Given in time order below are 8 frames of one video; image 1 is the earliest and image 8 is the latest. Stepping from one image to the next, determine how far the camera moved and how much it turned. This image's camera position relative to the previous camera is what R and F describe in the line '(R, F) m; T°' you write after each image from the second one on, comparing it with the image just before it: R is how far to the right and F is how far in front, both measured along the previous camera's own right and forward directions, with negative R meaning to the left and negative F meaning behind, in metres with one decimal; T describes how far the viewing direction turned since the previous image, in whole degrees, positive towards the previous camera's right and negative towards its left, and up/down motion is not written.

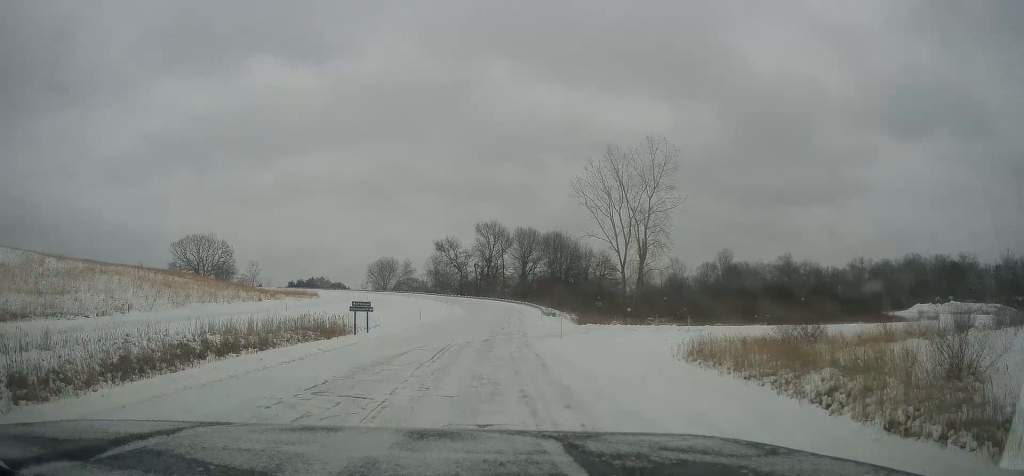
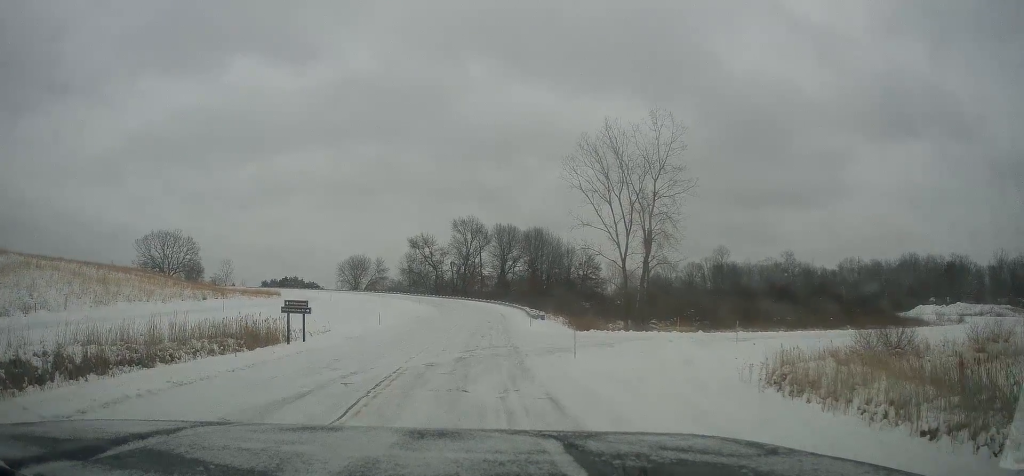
(+0.2, +9.7) m; +5°
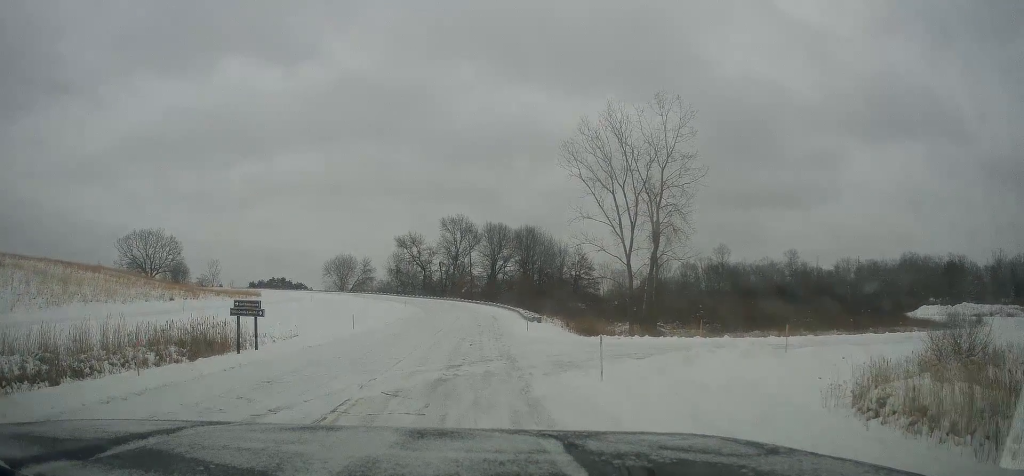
(0.0, +5.3) m; +1°
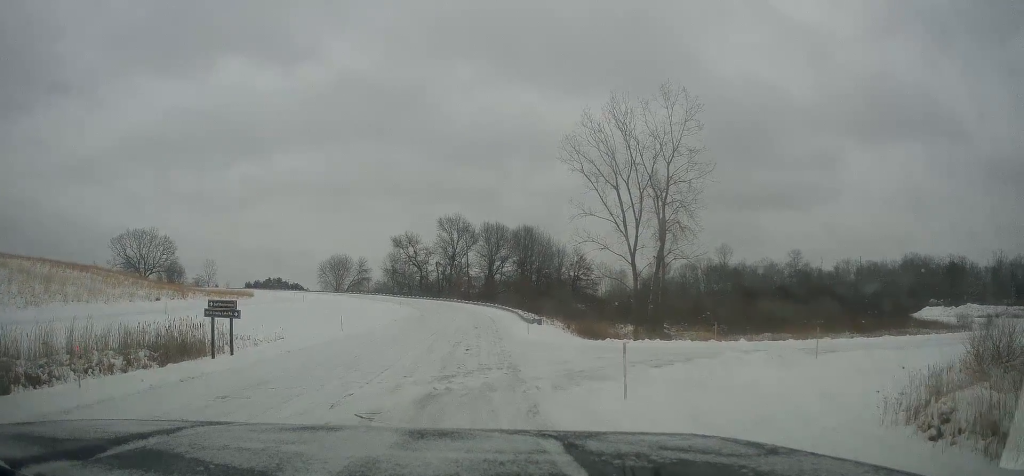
(-0.1, +2.2) m; +1°
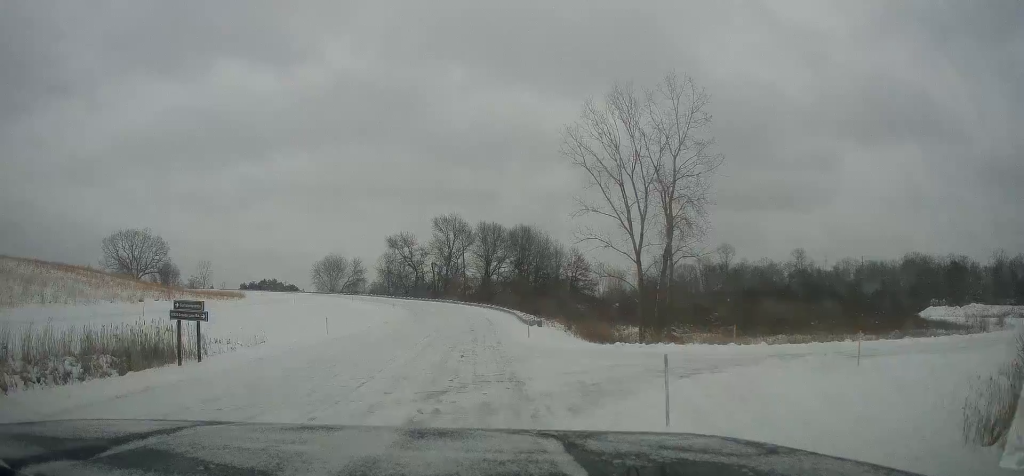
(+0.3, +2.2) m; +3°
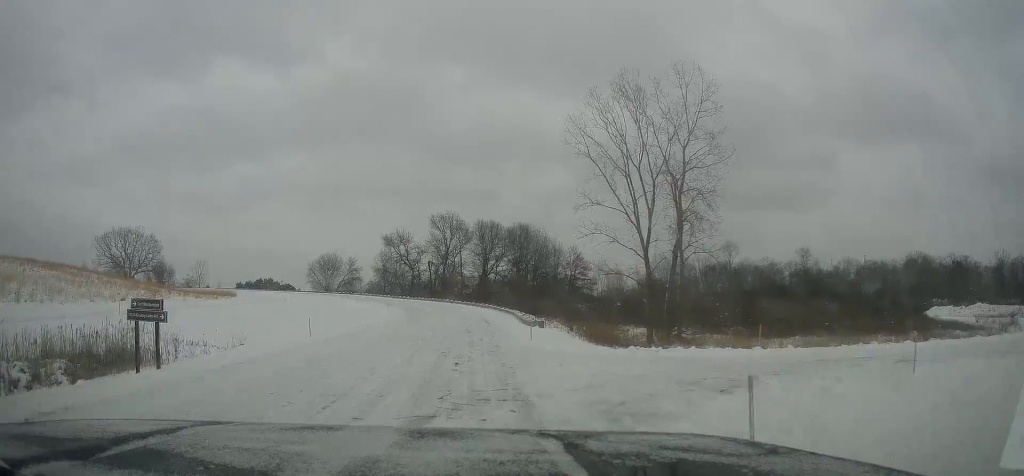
(+0.1, +2.3) m; +1°
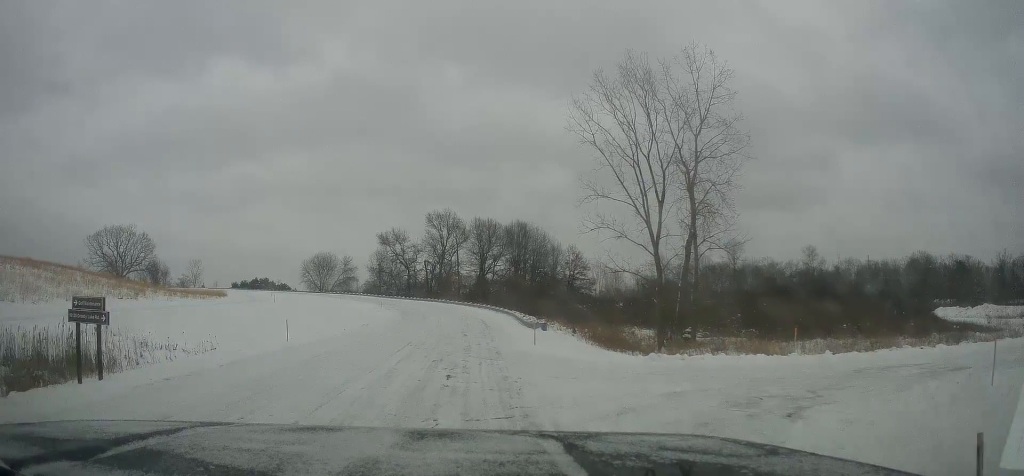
(-0.1, +2.5) m; -3°
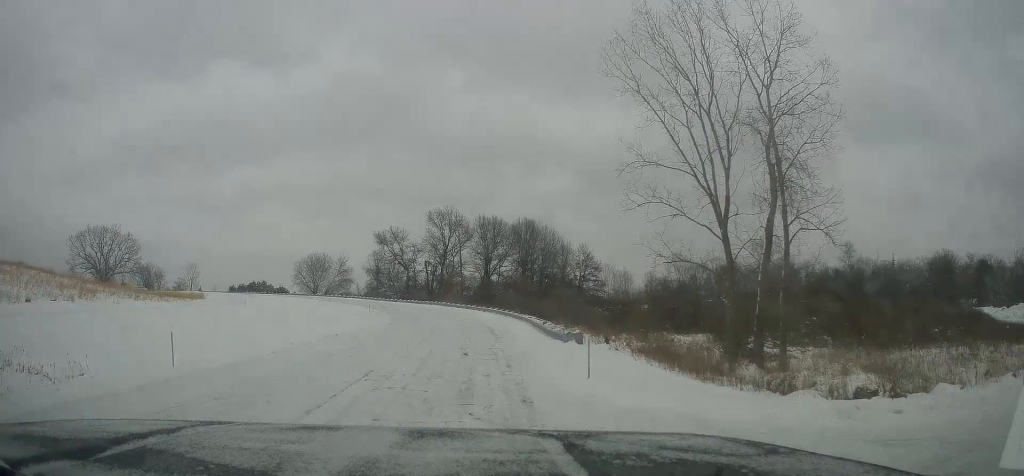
(-0.4, +9.0) m; -1°
